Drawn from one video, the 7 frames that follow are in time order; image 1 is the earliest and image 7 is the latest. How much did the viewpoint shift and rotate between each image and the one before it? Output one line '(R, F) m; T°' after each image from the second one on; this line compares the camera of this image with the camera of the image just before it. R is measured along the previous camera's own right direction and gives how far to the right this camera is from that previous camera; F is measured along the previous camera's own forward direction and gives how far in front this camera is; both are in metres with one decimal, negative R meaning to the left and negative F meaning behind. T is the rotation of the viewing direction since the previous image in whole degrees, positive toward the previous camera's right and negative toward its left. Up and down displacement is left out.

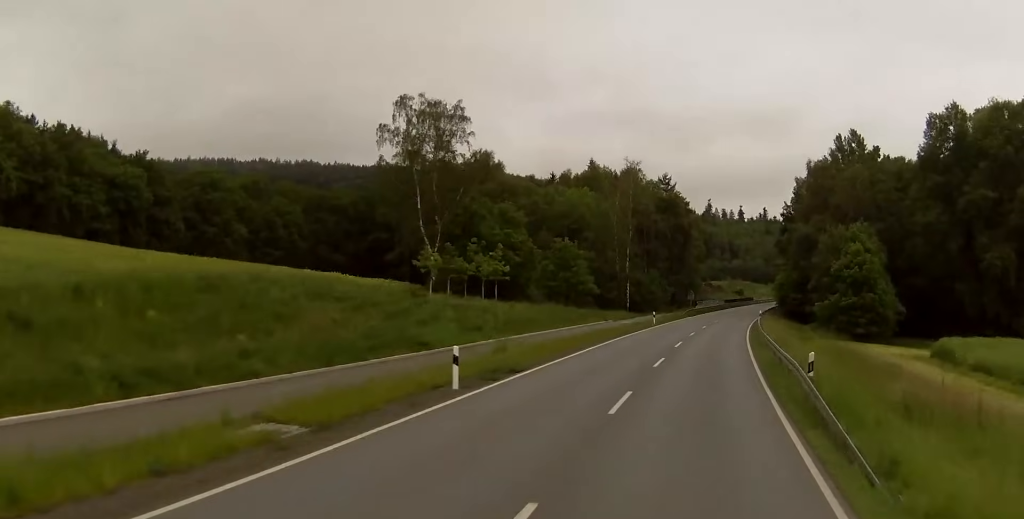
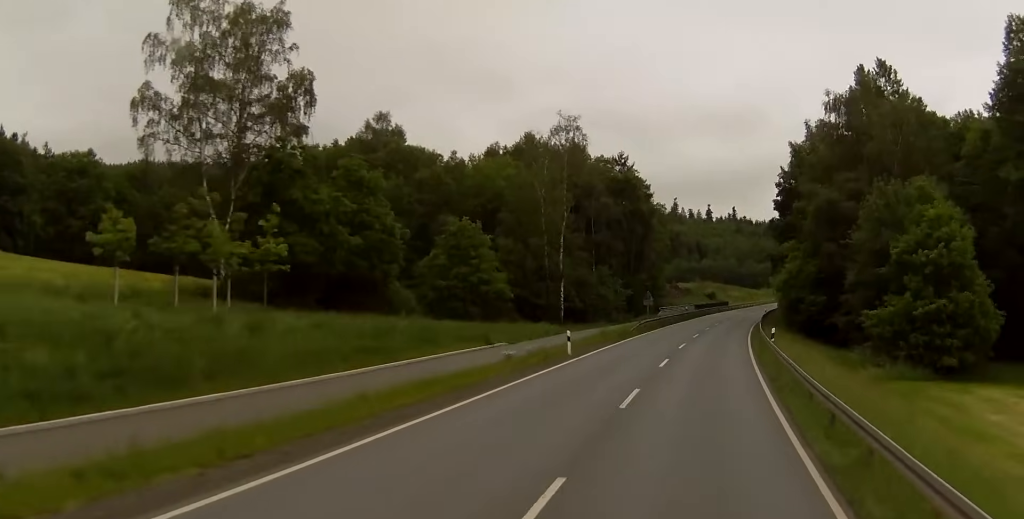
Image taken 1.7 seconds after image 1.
(+0.3, +42.1) m; +1°
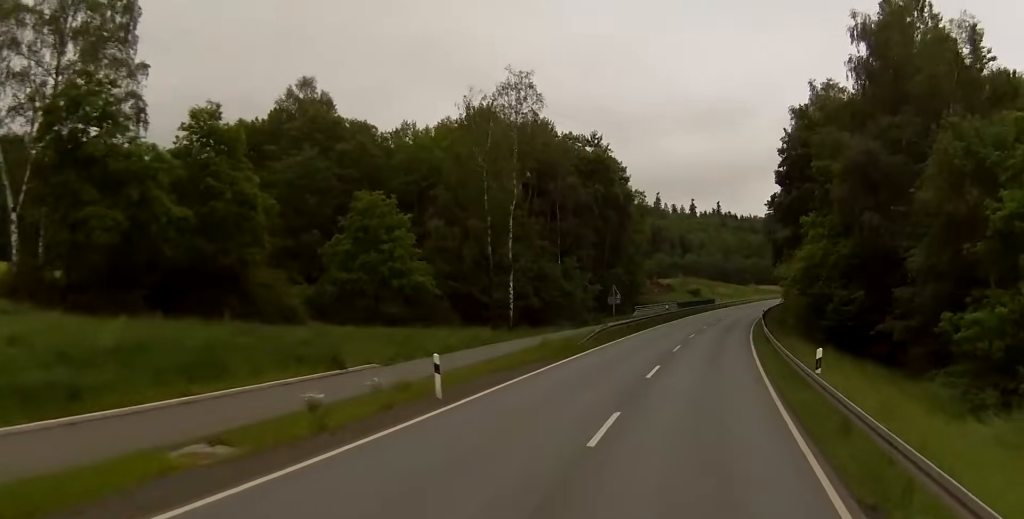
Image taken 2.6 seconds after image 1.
(0.0, +19.5) m; +1°
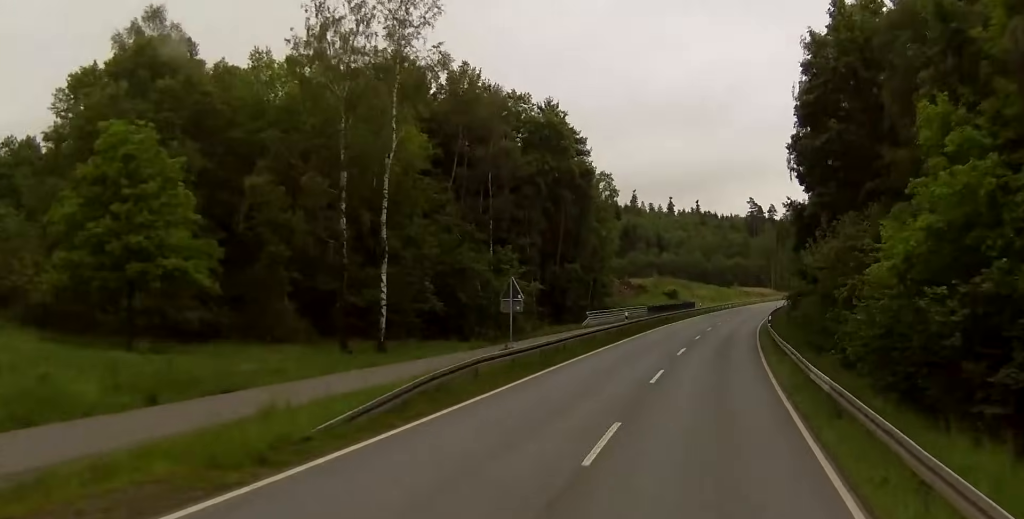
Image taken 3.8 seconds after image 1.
(+0.5, +25.0) m; +2°
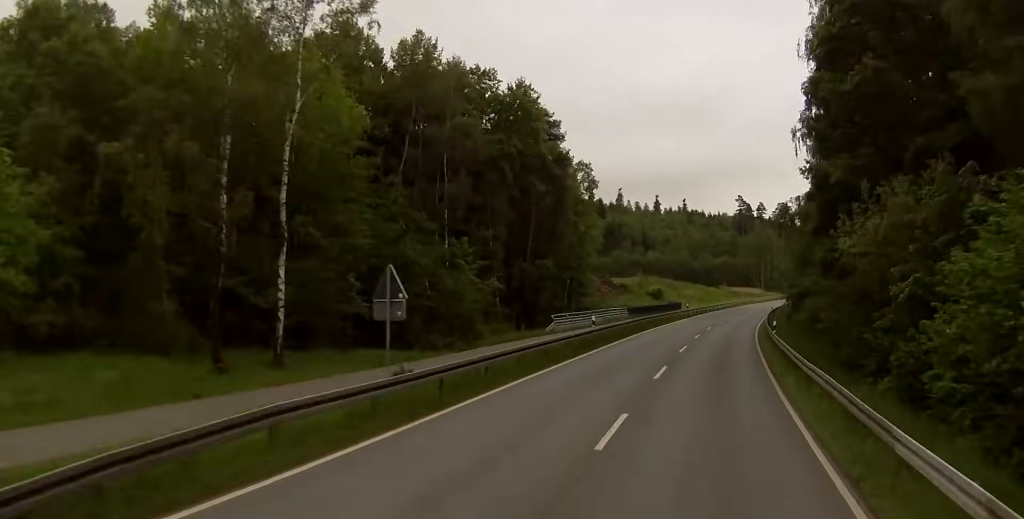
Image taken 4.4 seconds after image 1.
(0.0, +9.4) m; +1°
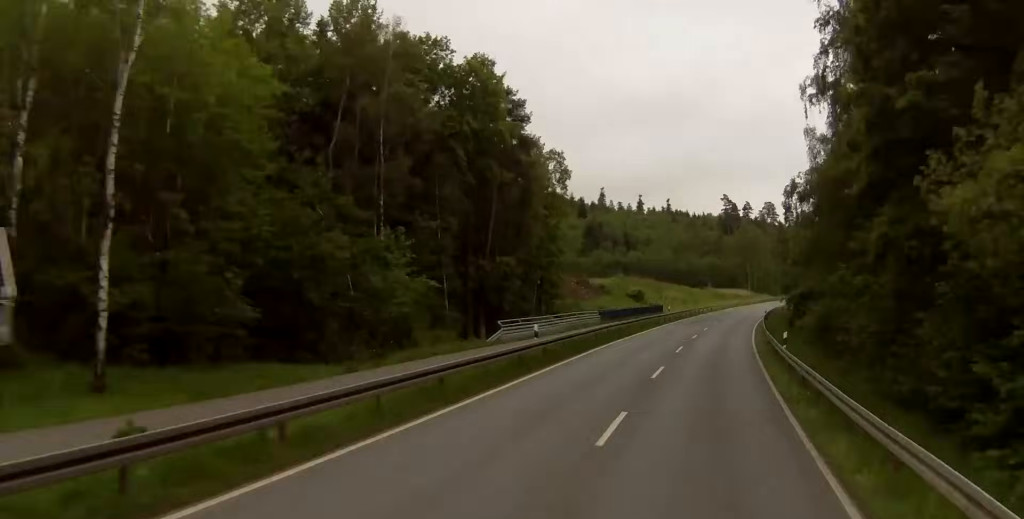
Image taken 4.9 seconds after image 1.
(+0.1, +9.4) m; +1°
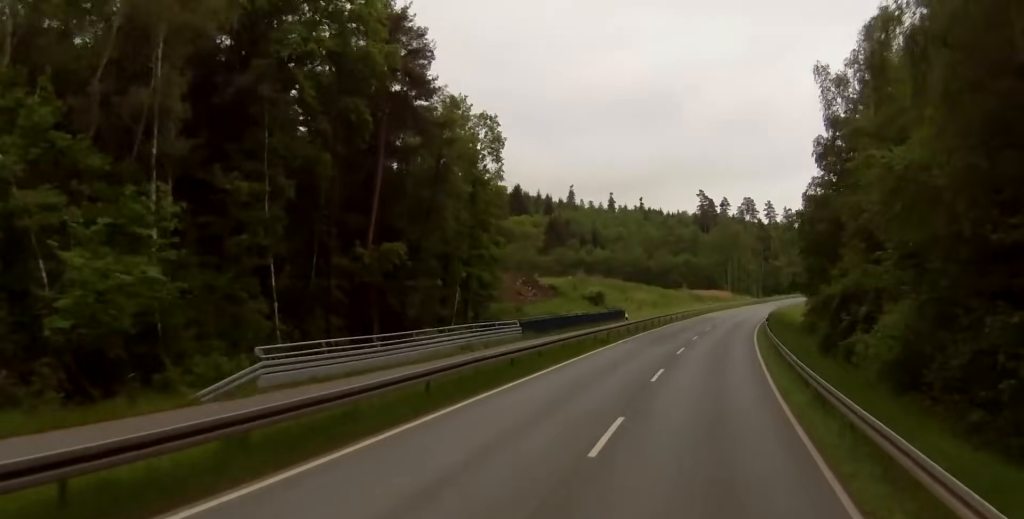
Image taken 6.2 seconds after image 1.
(+0.4, +20.0) m; +1°
